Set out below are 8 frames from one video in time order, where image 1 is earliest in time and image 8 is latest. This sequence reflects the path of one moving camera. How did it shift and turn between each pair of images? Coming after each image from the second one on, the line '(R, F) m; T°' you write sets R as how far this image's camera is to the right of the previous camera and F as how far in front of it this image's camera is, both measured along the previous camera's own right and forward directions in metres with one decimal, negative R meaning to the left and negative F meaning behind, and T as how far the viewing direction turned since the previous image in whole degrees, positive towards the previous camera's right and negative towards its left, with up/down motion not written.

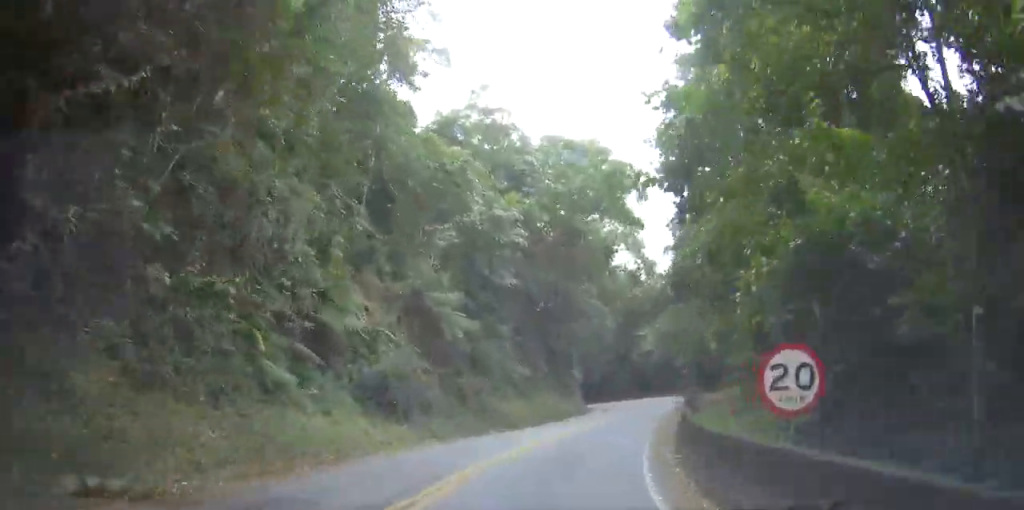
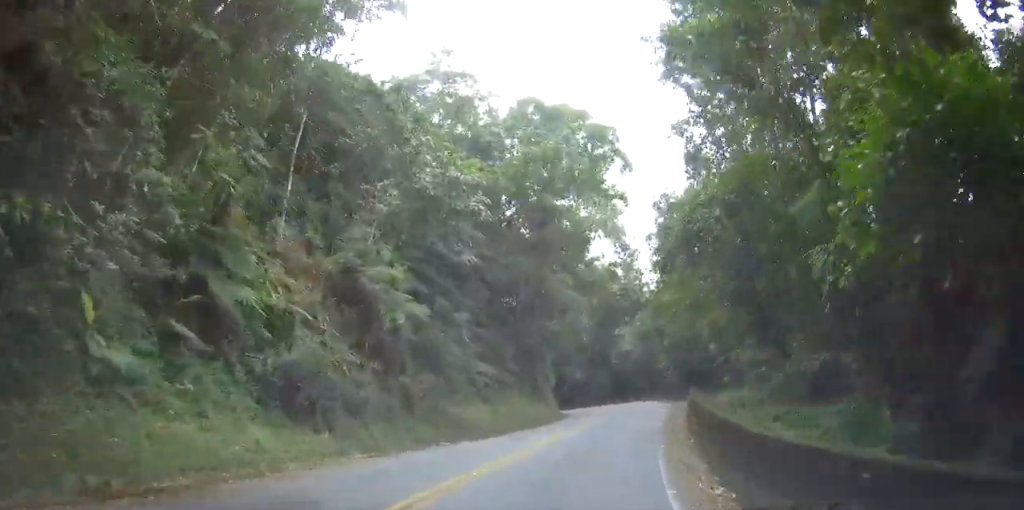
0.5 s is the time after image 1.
(+0.1, +6.1) m; +1°
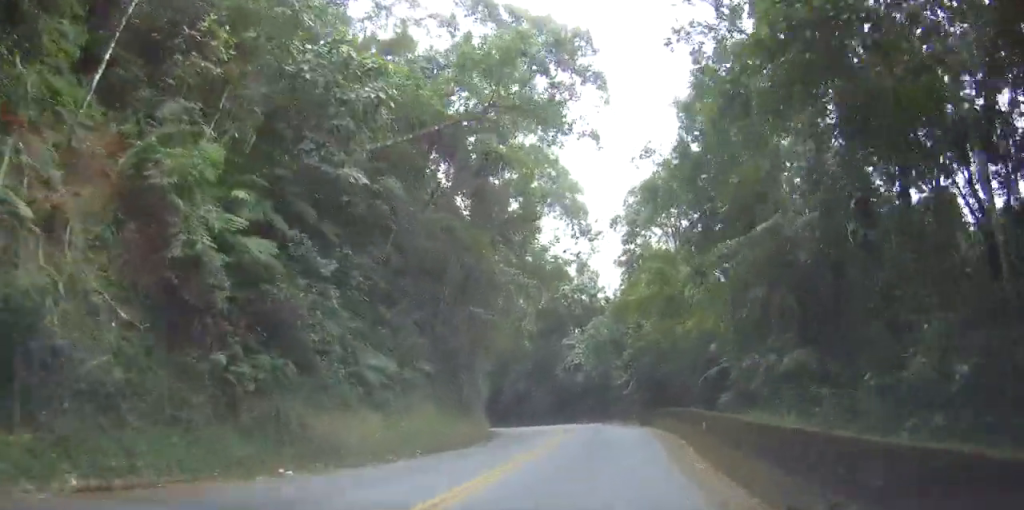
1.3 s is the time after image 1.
(+0.1, +10.5) m; +1°
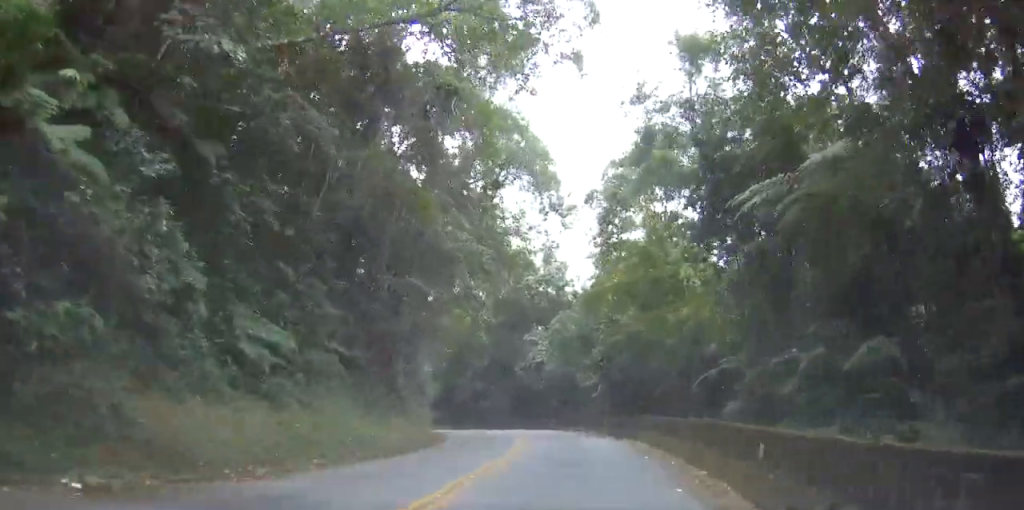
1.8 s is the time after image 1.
(0.0, +6.4) m; 0°
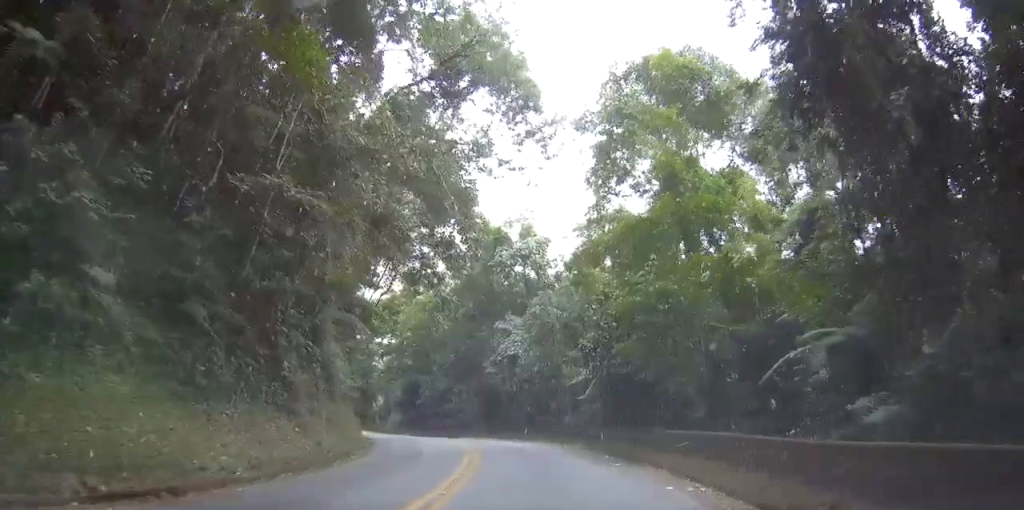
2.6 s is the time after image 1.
(0.0, +10.8) m; -1°
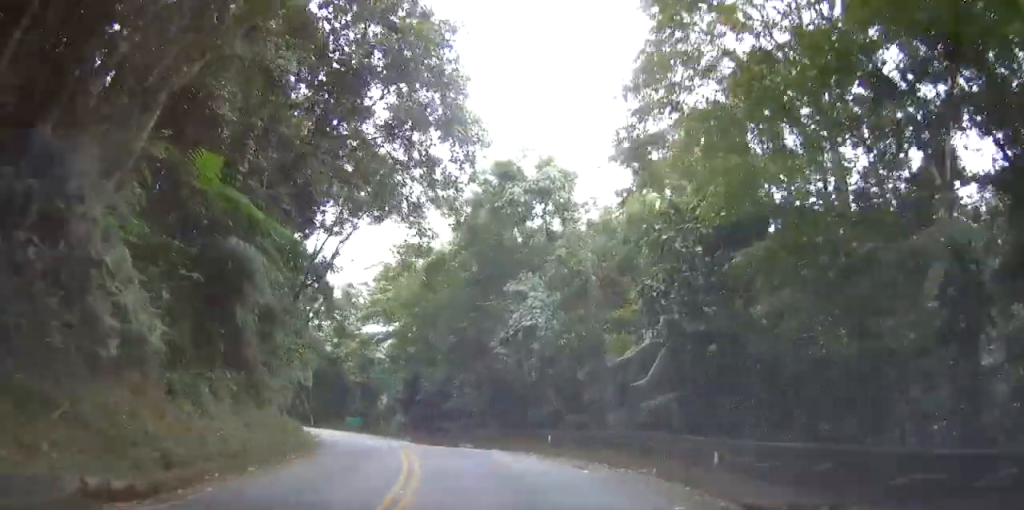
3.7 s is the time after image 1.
(-0.2, +14.0) m; -3°
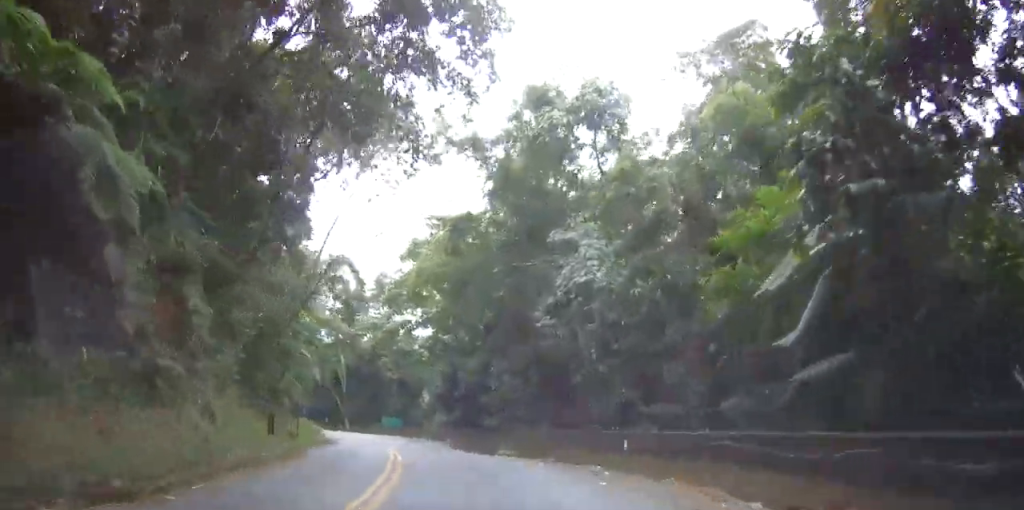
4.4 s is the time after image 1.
(-0.2, +9.5) m; -4°
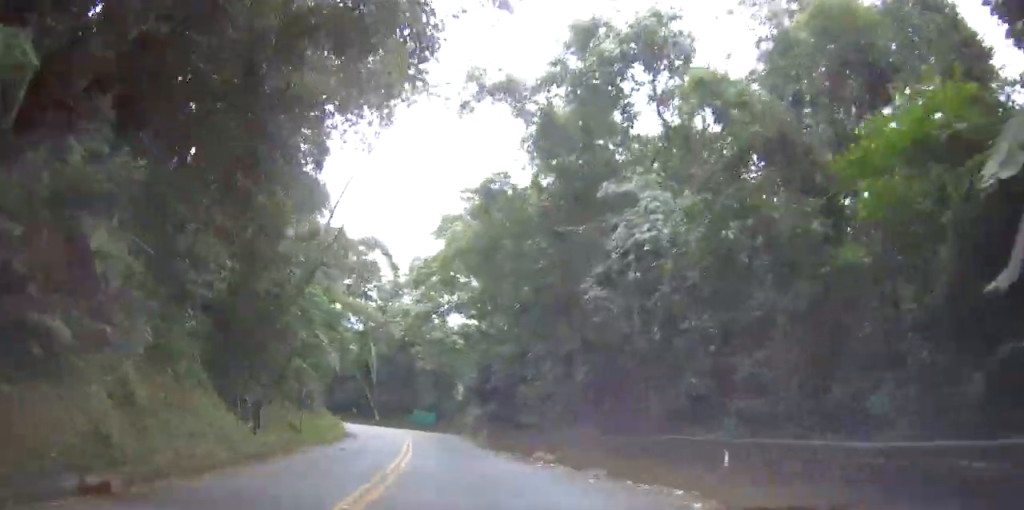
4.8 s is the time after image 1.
(-0.2, +5.6) m; -2°
